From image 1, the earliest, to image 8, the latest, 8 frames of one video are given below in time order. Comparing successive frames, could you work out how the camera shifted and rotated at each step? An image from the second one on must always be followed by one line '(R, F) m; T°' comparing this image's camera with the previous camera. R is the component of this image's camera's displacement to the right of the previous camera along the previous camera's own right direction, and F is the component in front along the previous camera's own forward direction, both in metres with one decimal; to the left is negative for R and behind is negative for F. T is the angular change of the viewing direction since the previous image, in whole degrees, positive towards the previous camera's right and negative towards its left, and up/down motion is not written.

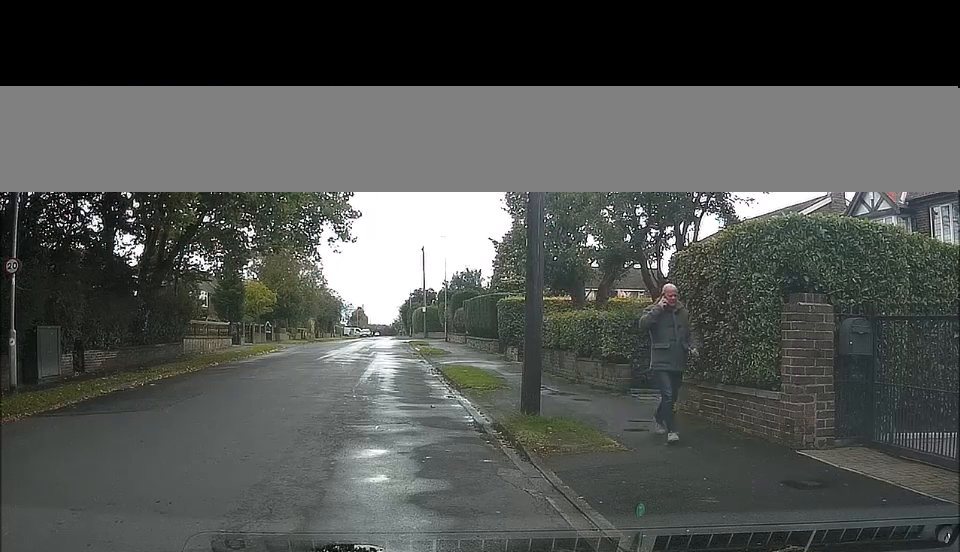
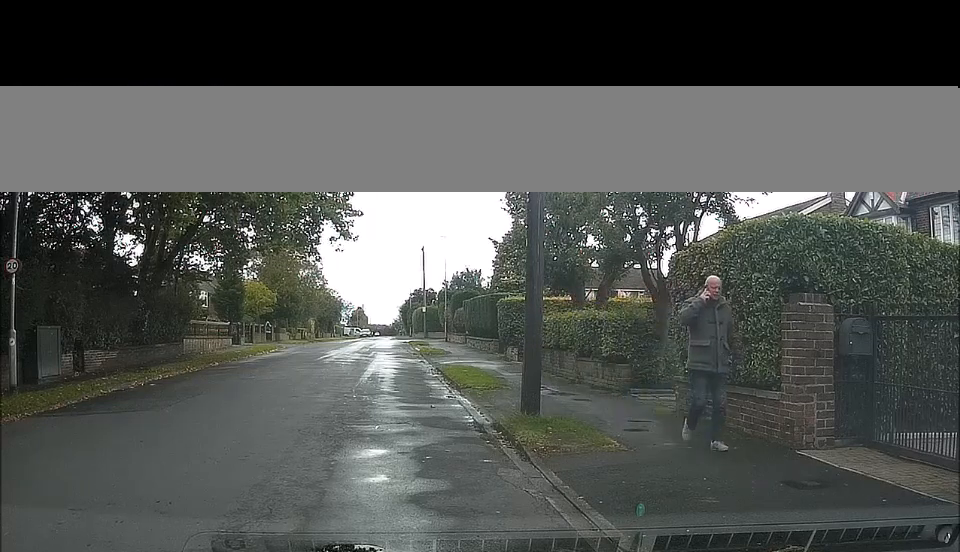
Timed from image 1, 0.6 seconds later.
(0.0, 0.0) m; 0°
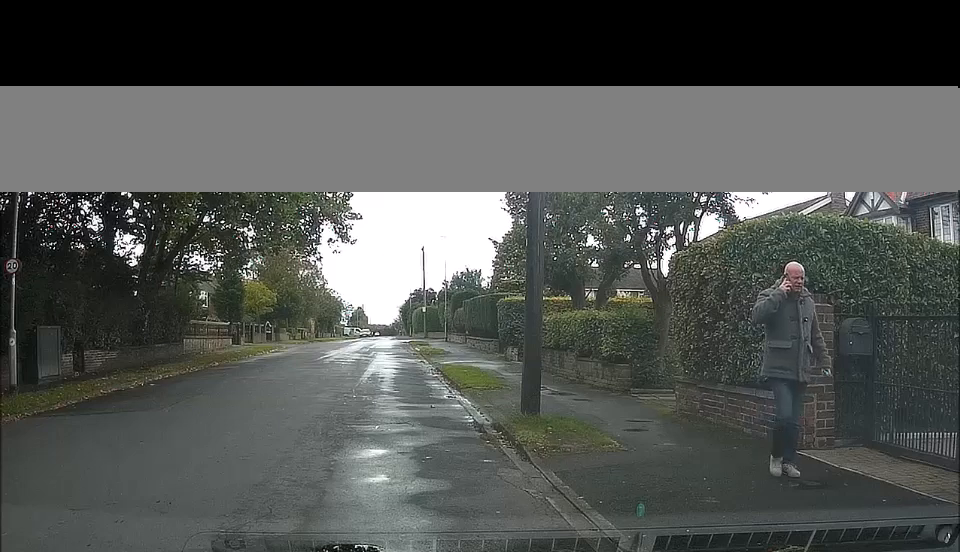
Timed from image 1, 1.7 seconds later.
(0.0, 0.0) m; 0°
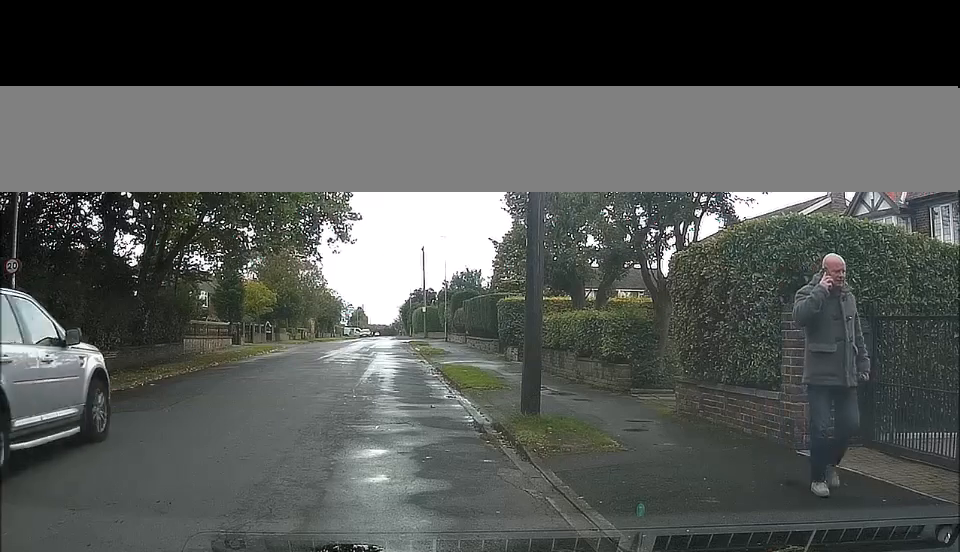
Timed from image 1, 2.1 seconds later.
(0.0, 0.0) m; 0°
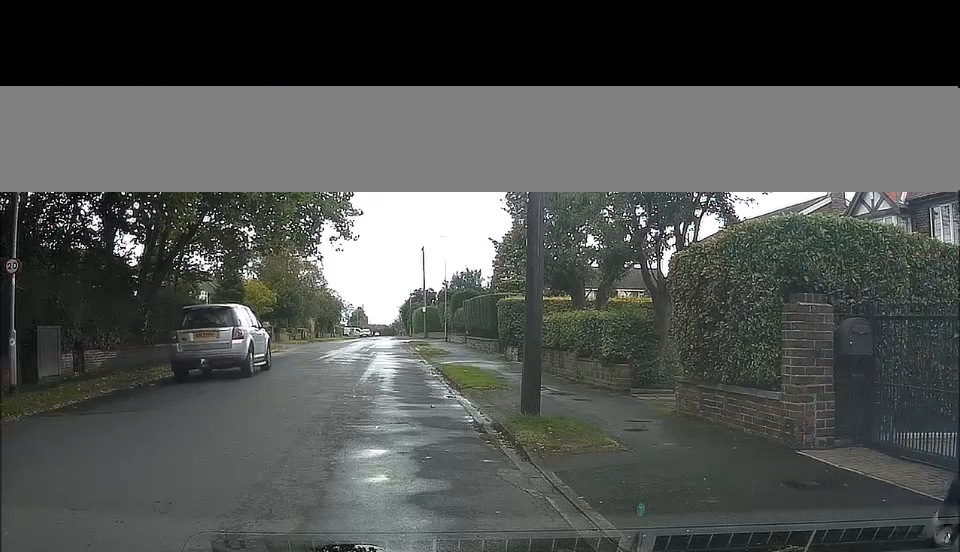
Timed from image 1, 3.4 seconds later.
(0.0, 0.0) m; 0°
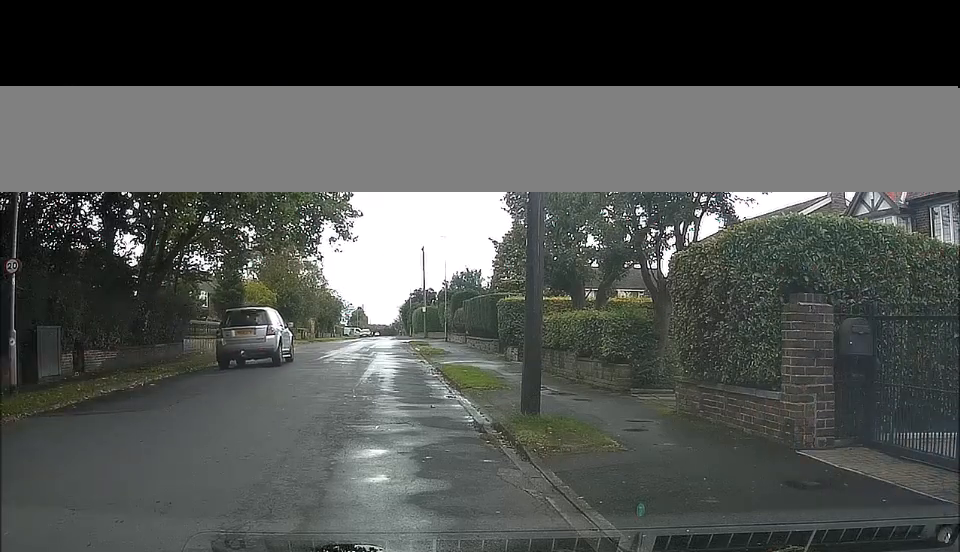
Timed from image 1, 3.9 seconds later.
(0.0, 0.0) m; 0°
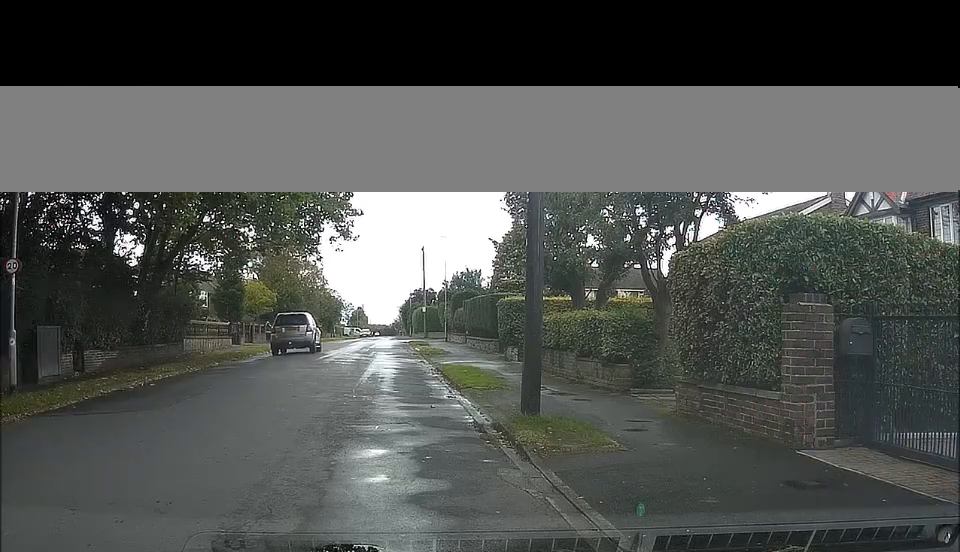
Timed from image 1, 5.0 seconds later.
(0.0, 0.0) m; 0°
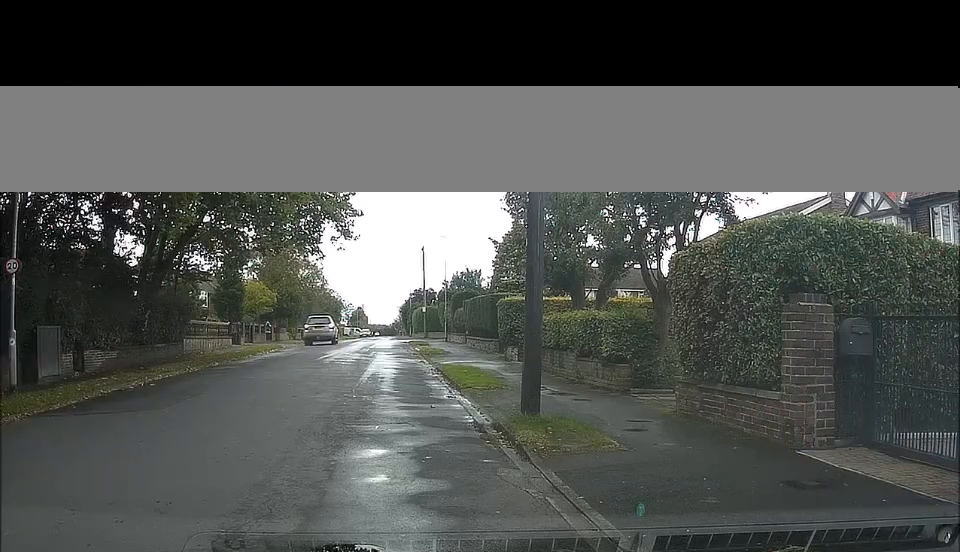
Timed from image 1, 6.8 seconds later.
(0.0, 0.0) m; 0°
